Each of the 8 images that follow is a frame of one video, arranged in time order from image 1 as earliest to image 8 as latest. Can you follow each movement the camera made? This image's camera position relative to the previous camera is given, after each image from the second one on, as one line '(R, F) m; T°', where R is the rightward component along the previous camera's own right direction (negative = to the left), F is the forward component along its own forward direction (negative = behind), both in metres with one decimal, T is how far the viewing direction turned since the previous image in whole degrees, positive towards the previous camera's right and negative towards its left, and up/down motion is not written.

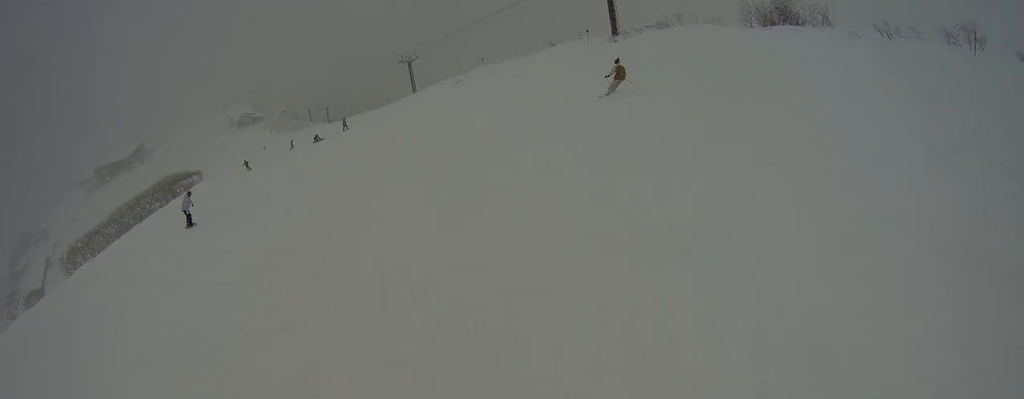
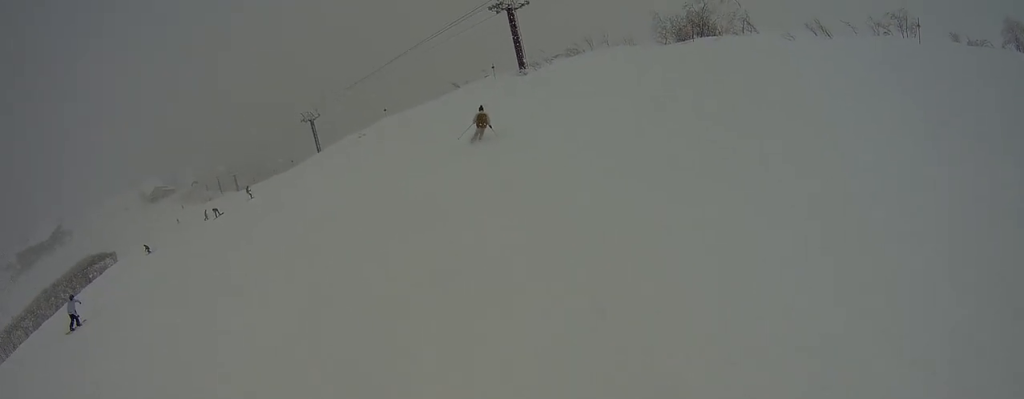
(+0.5, +2.7) m; +22°
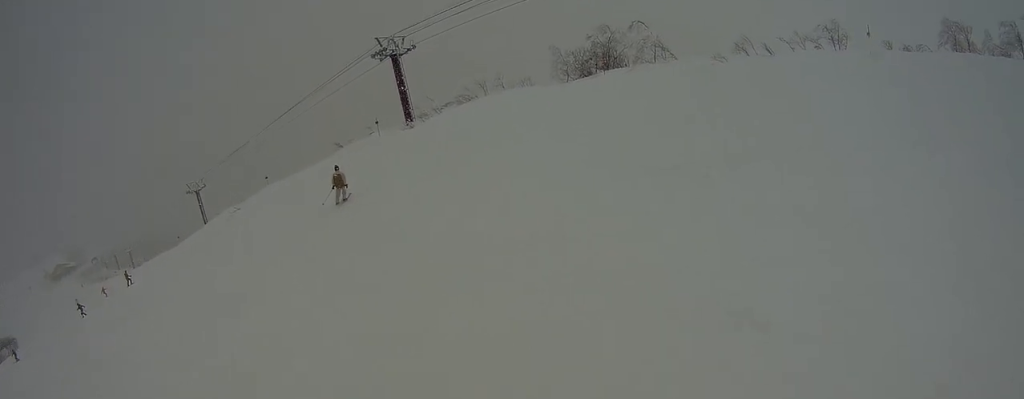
(+1.2, +4.8) m; +26°
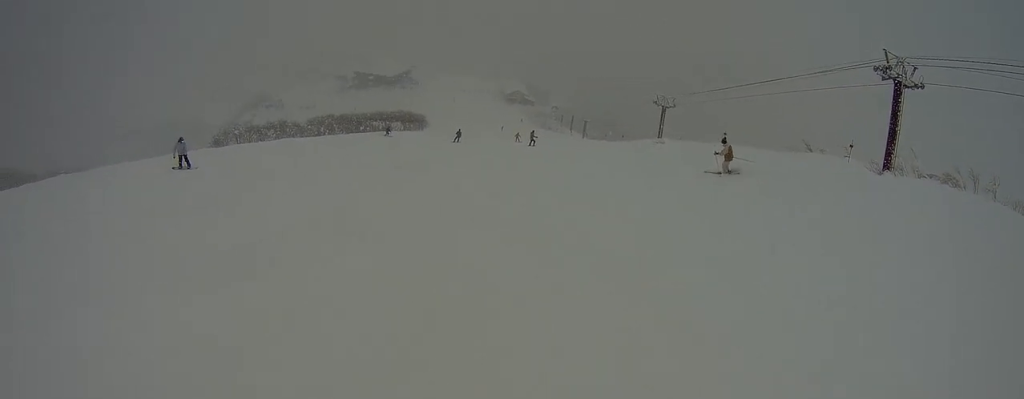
(+1.0, +8.0) m; -21°
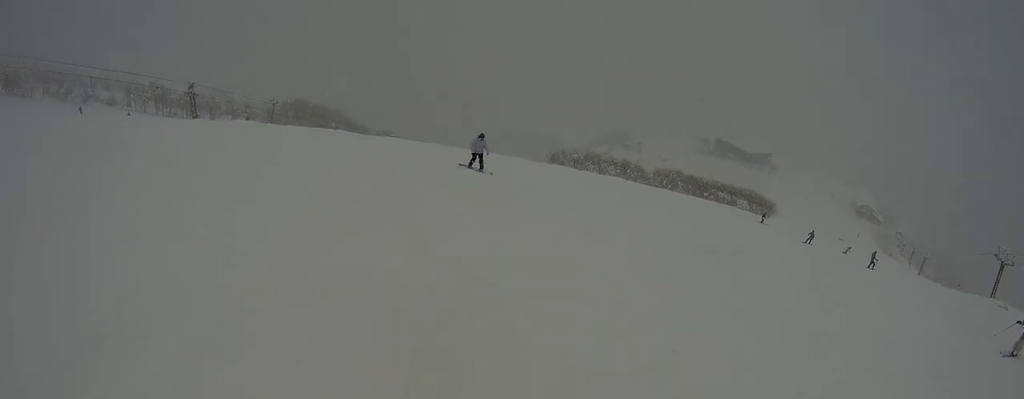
(-2.0, +4.1) m; -34°
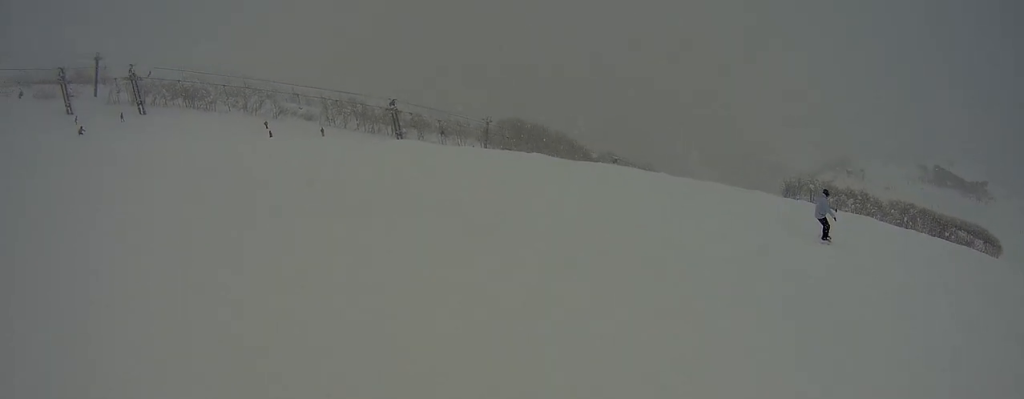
(-1.3, +4.5) m; -44°
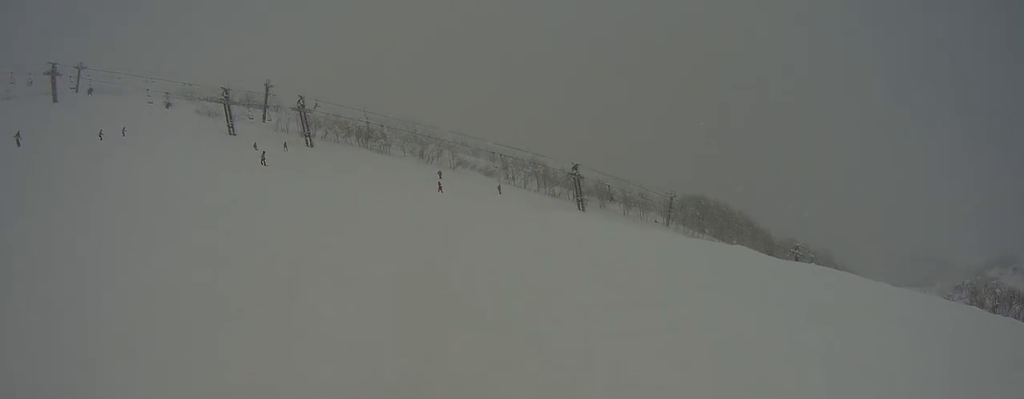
(-1.5, +3.4) m; -34°
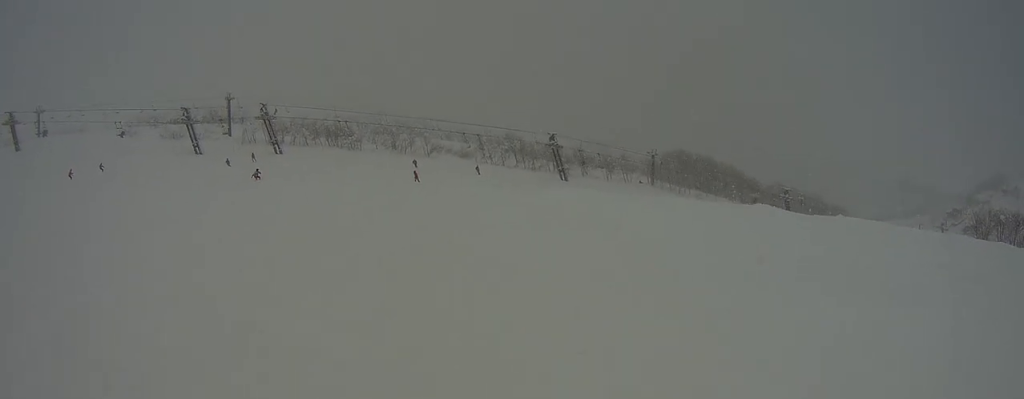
(-0.4, +2.4) m; -3°
